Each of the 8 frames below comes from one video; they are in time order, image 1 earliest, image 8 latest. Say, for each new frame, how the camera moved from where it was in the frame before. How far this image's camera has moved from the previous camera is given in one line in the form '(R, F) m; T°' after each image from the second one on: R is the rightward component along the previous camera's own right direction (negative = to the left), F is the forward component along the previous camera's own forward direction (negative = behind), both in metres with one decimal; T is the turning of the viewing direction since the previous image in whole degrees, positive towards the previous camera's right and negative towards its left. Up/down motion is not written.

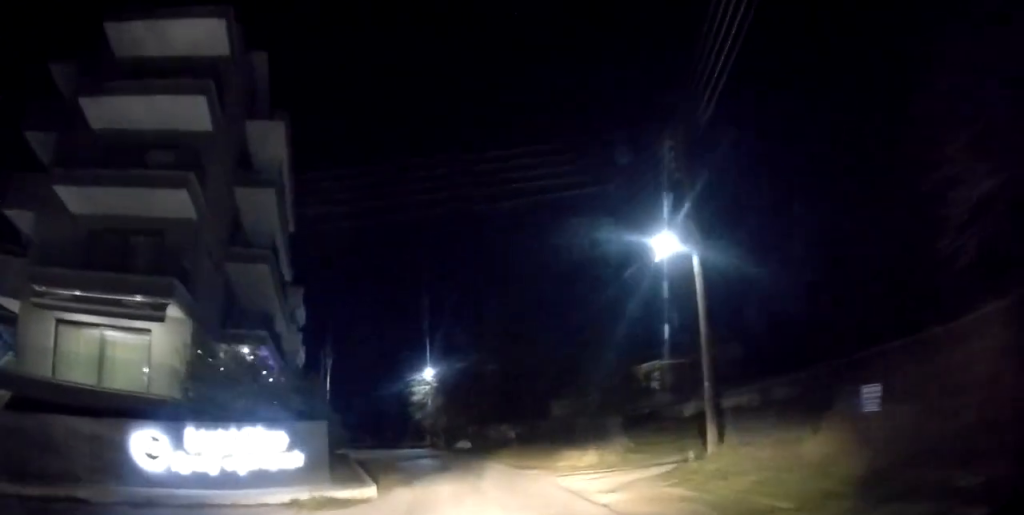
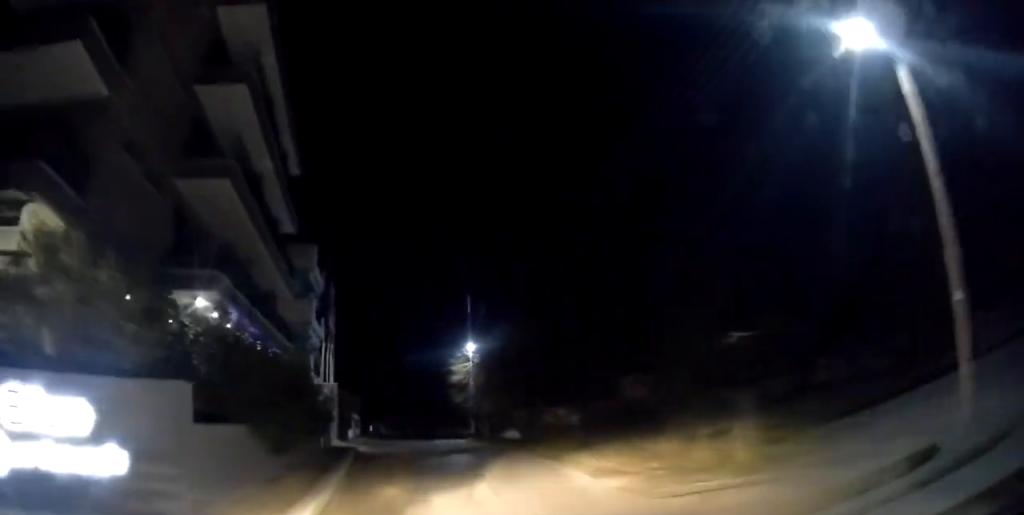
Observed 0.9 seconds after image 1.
(-0.6, +6.9) m; -2°
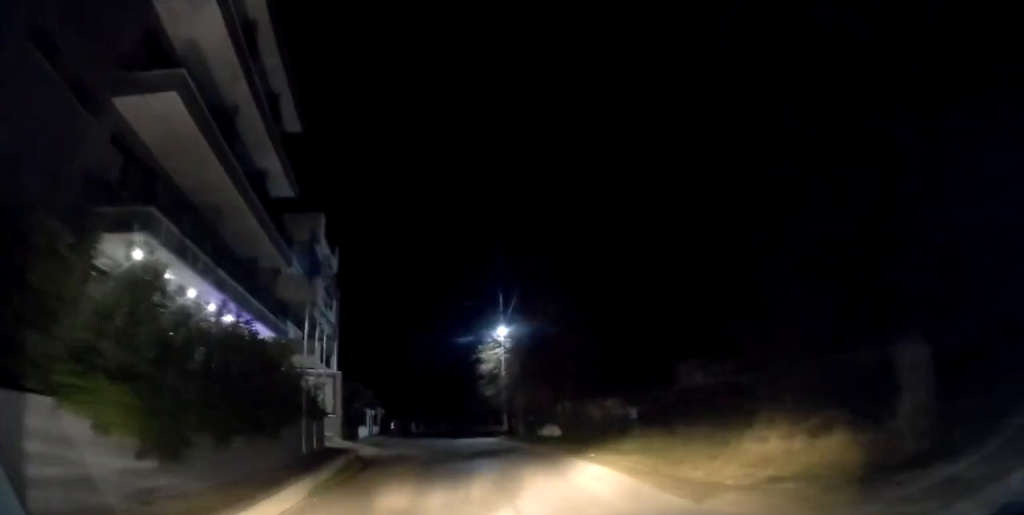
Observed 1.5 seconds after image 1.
(+0.1, +4.4) m; -1°
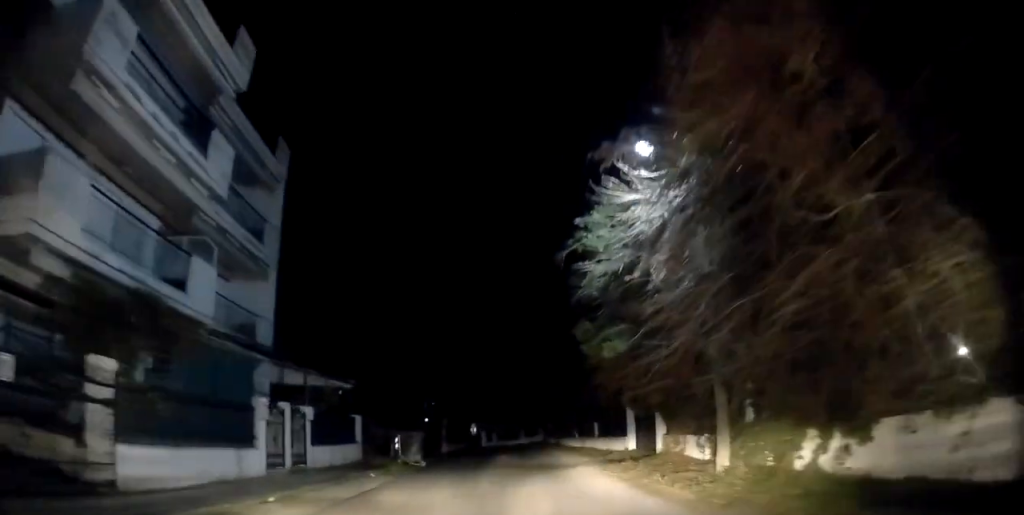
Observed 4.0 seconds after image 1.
(-2.1, +20.4) m; -13°
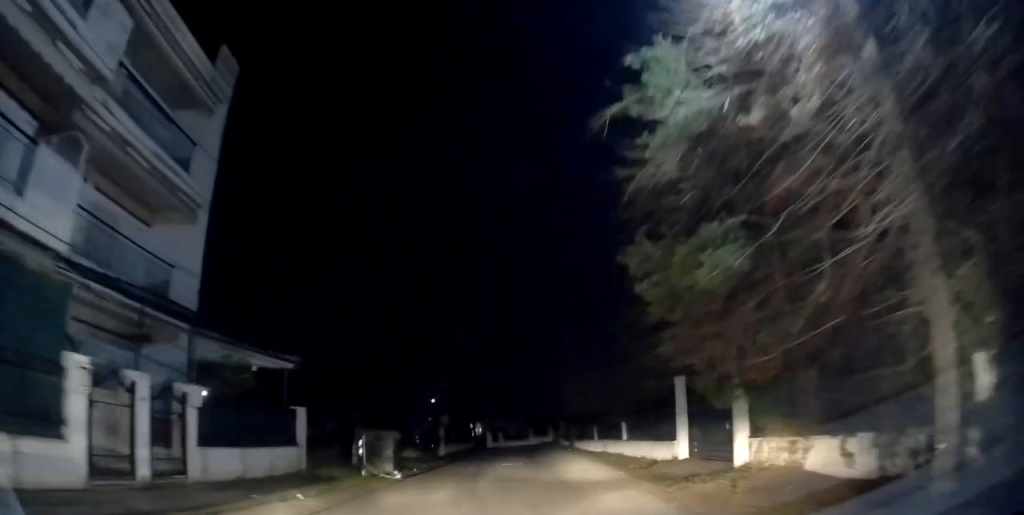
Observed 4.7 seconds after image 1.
(0.0, +5.3) m; -1°
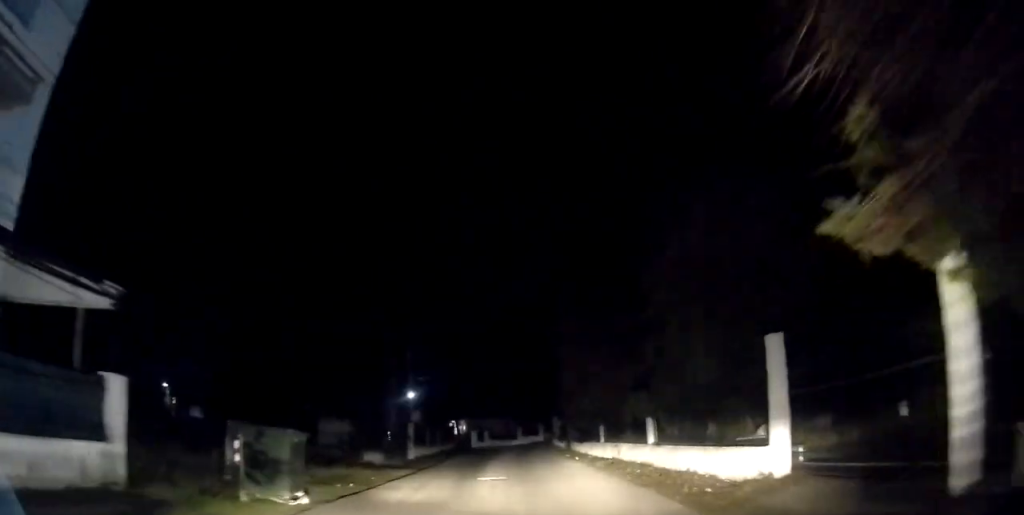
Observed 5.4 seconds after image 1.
(0.0, +6.1) m; 0°
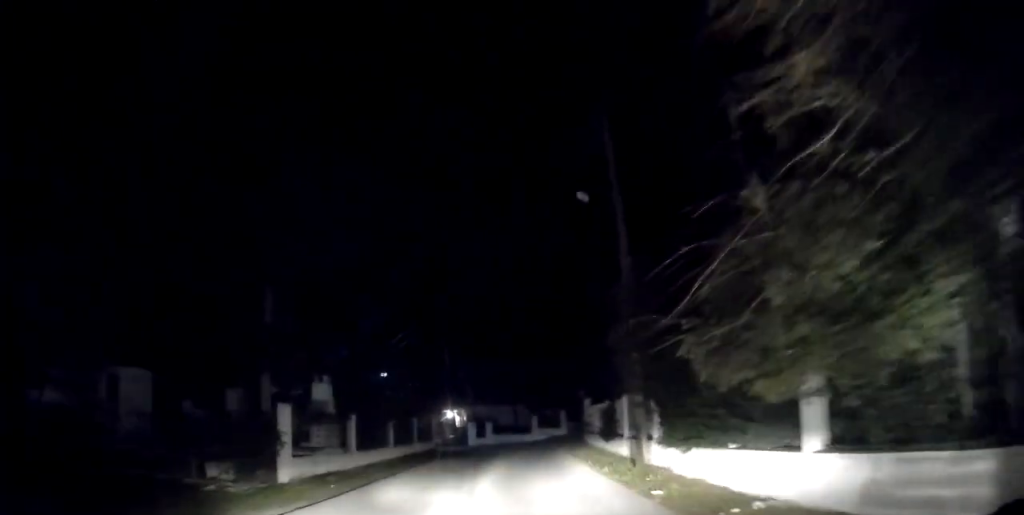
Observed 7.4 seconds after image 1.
(+0.4, +16.5) m; +3°
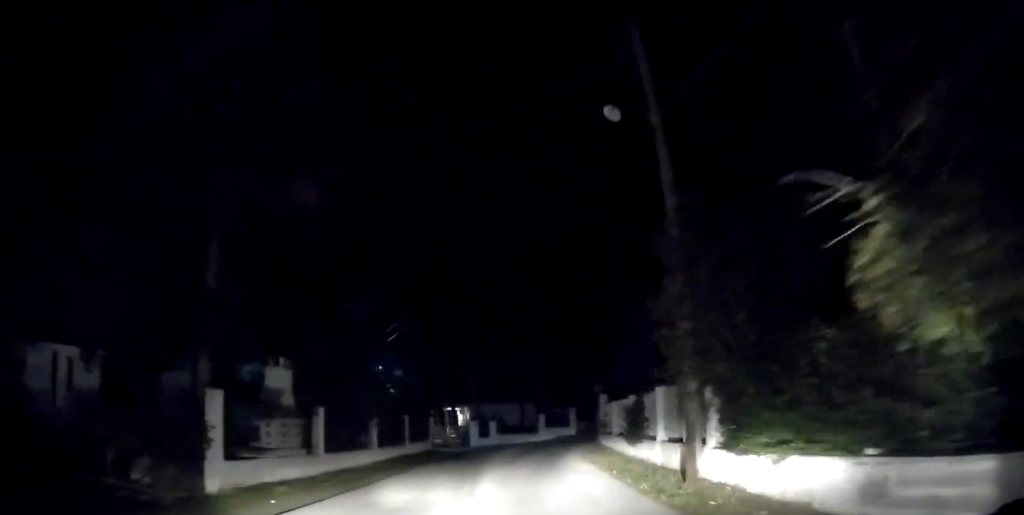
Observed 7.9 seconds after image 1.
(+0.3, +3.6) m; -2°
